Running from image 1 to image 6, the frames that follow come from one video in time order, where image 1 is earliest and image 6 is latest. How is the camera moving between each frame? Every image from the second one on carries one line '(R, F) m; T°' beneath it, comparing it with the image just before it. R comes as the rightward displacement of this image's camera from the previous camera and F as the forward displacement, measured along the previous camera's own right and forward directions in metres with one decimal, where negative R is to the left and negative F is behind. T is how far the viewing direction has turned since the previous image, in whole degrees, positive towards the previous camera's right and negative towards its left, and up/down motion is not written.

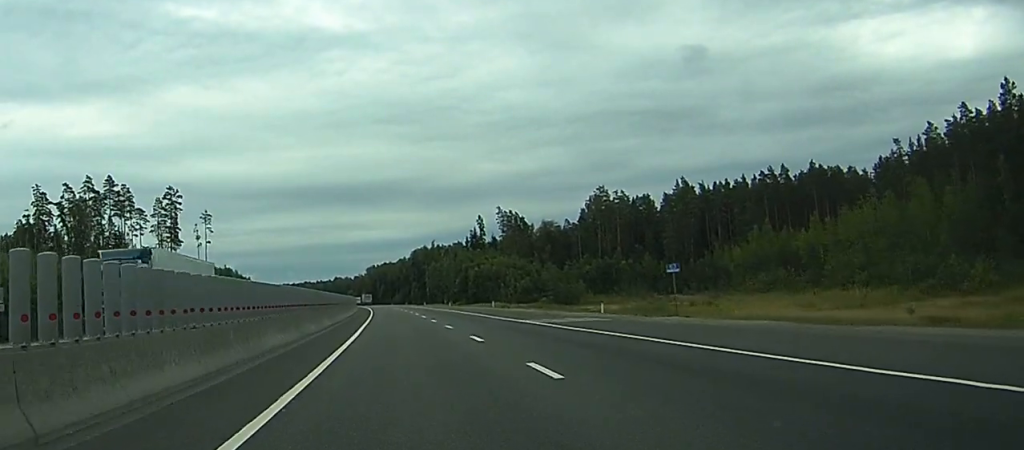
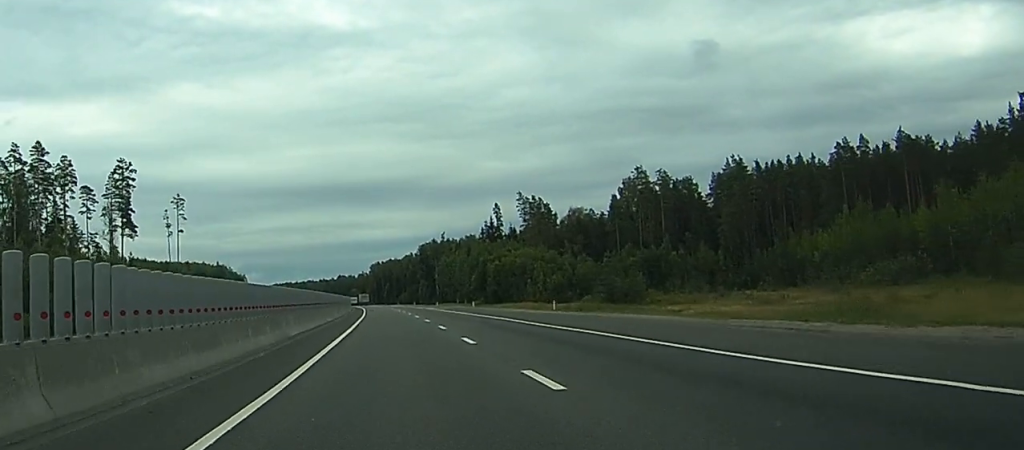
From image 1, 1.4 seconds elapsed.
(0.0, +37.1) m; 0°
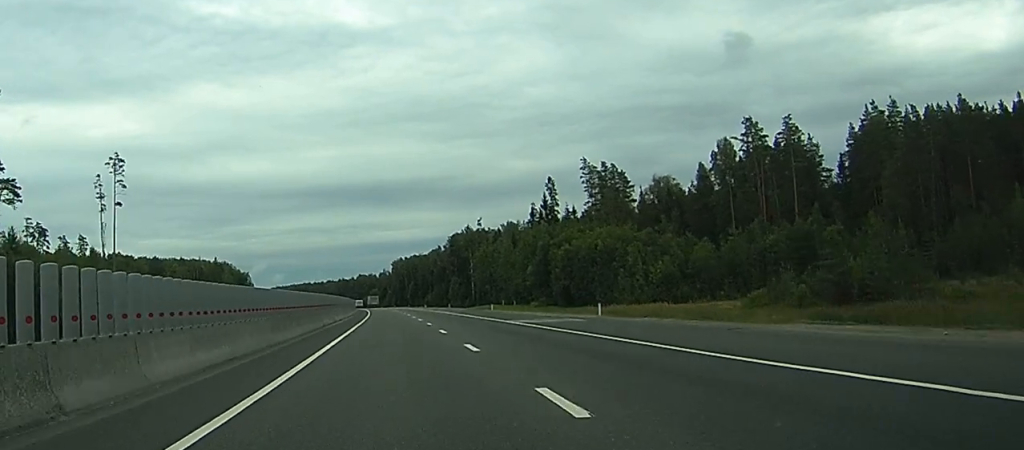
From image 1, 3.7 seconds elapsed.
(-0.9, +61.7) m; -2°
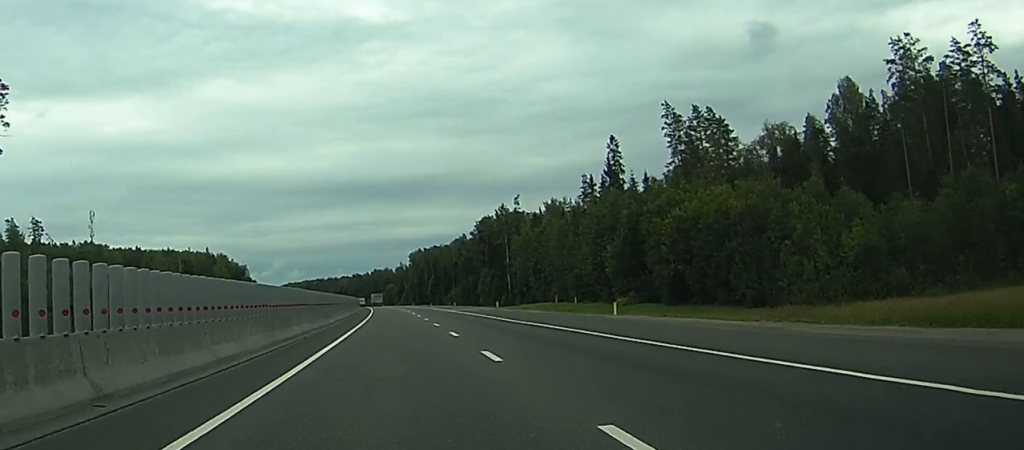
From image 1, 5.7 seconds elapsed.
(-0.7, +51.2) m; -1°
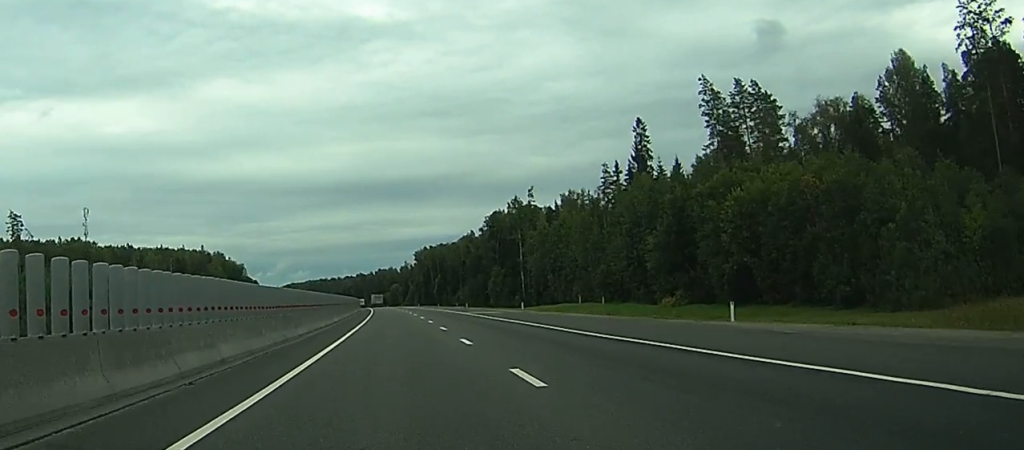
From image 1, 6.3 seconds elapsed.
(-0.1, +16.8) m; 0°
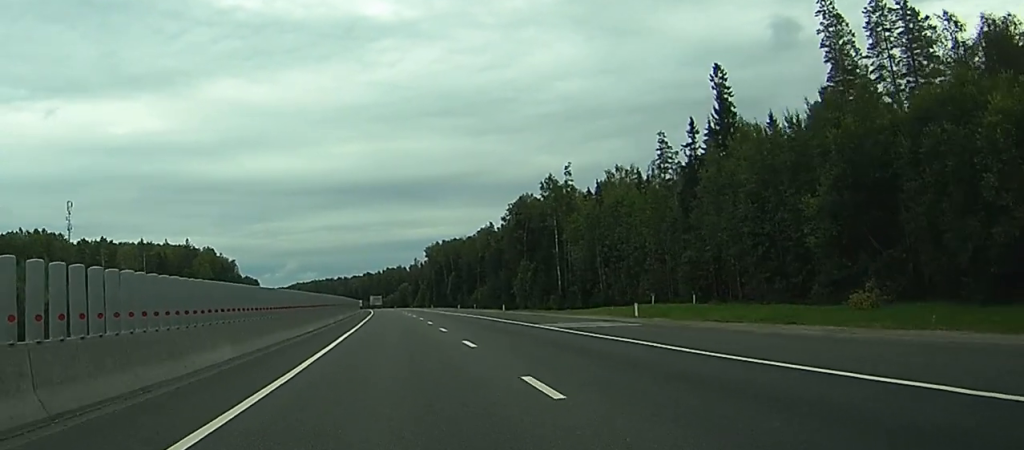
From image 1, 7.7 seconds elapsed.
(-0.2, +37.1) m; 0°
